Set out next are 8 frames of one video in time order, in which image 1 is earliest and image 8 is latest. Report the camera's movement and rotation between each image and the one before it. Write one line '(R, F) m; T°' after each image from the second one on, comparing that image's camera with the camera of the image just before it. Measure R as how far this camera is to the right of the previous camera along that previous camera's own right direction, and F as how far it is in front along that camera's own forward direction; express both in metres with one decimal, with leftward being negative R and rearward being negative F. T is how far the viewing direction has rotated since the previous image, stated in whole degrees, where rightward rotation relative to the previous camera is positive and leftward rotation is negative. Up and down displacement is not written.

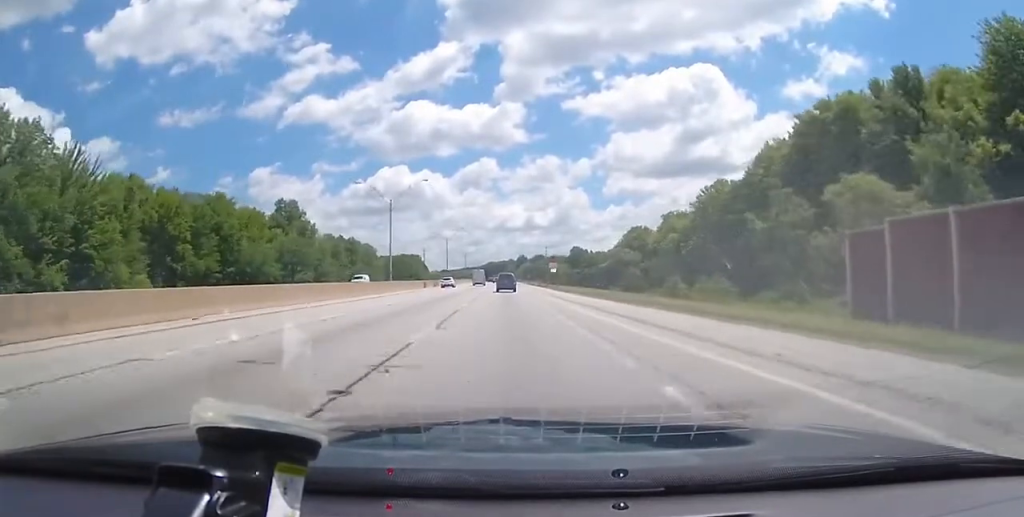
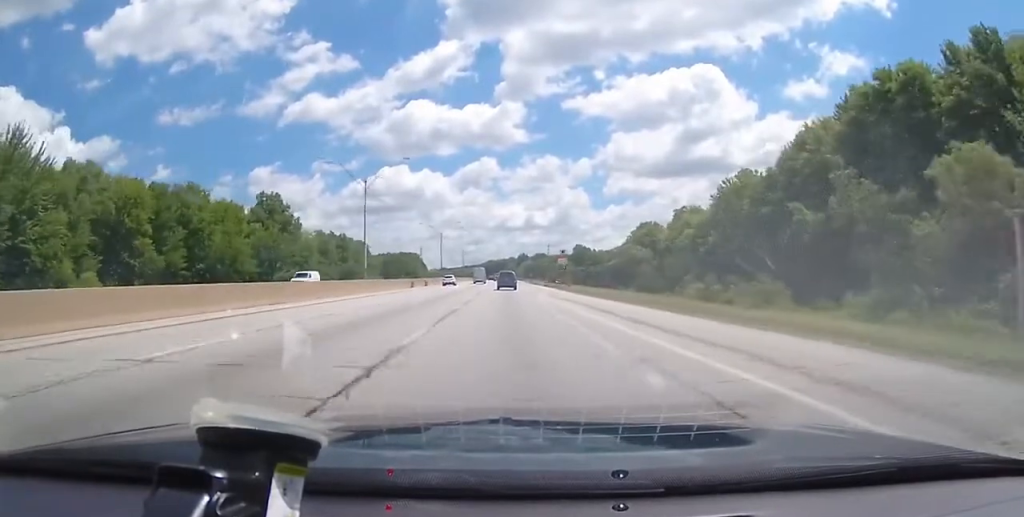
(-0.2, +12.4) m; 0°
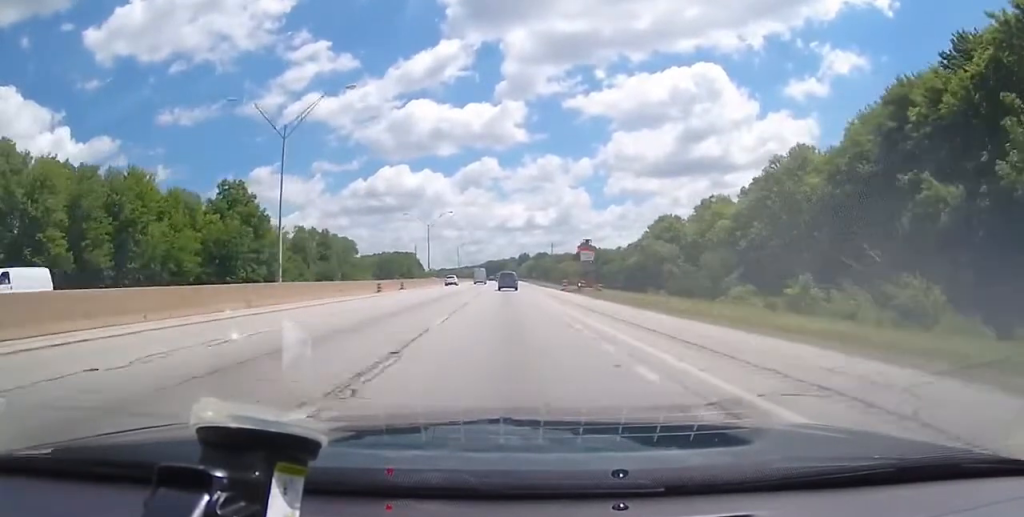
(+0.4, +21.1) m; 0°
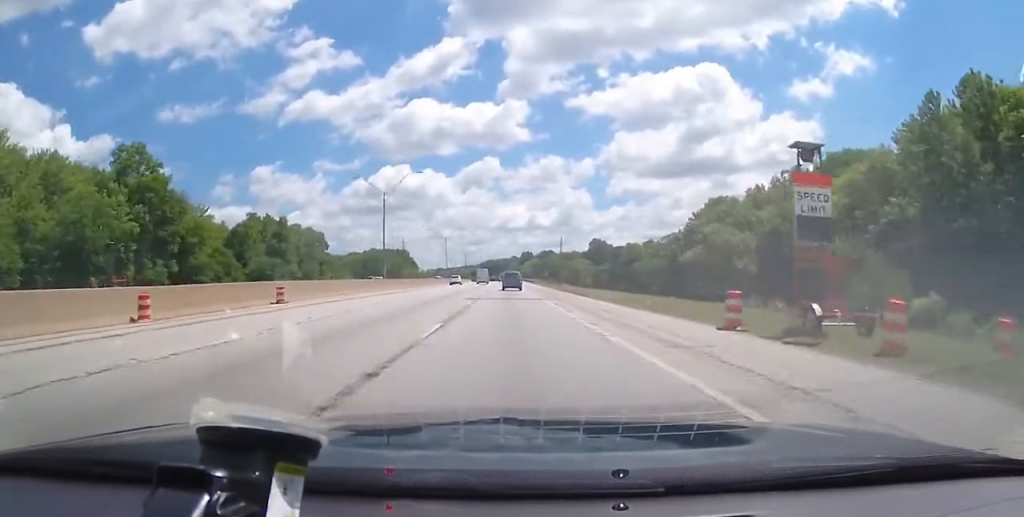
(-0.2, +38.4) m; 0°
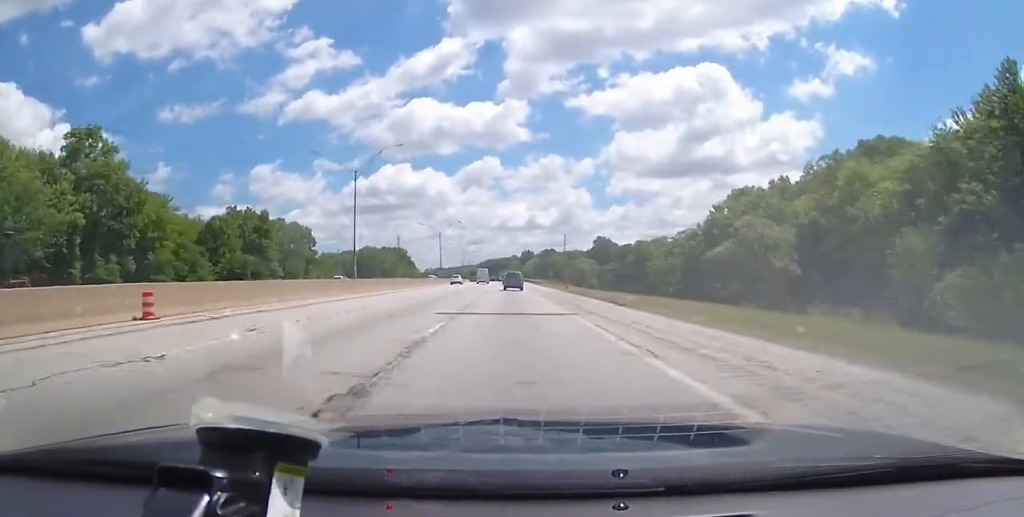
(+0.2, +12.5) m; 0°
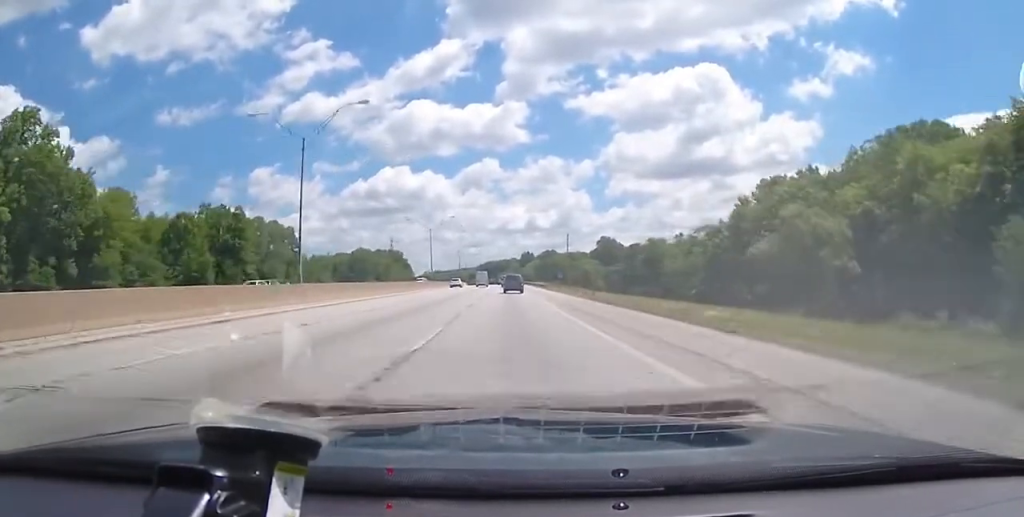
(+0.2, +13.4) m; 0°
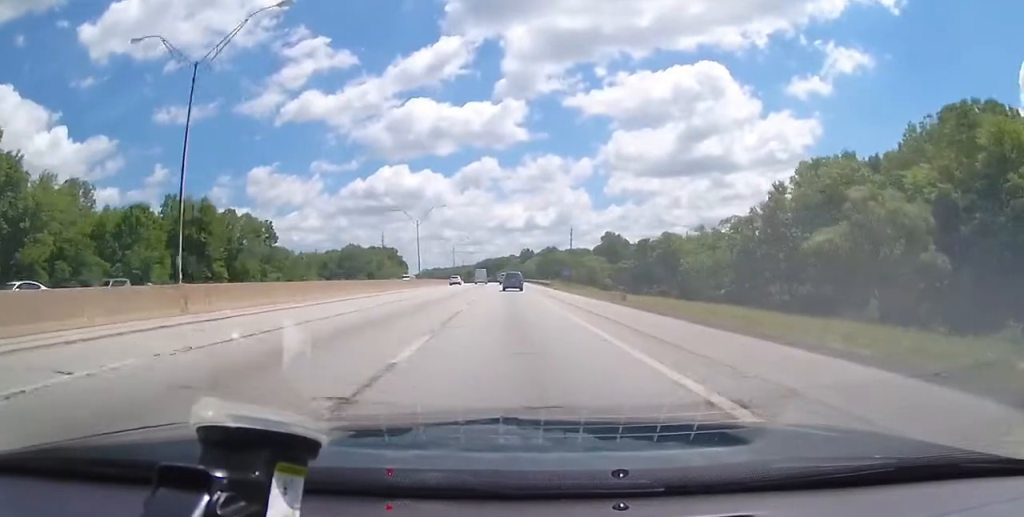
(-0.3, +14.4) m; 0°
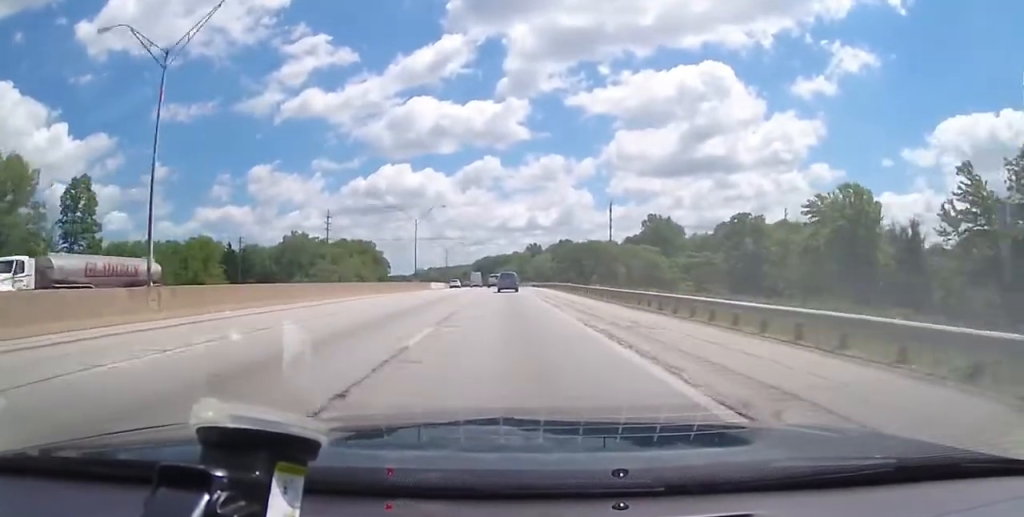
(-0.1, +70.2) m; -1°
